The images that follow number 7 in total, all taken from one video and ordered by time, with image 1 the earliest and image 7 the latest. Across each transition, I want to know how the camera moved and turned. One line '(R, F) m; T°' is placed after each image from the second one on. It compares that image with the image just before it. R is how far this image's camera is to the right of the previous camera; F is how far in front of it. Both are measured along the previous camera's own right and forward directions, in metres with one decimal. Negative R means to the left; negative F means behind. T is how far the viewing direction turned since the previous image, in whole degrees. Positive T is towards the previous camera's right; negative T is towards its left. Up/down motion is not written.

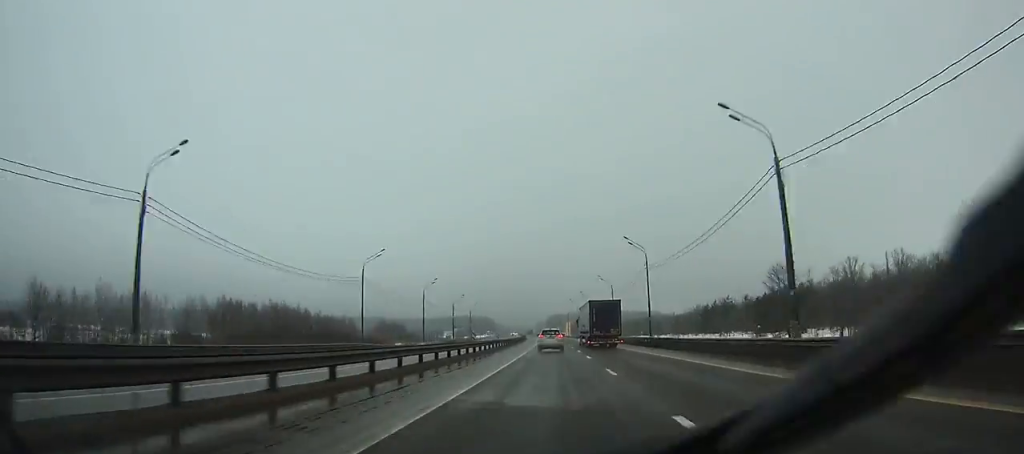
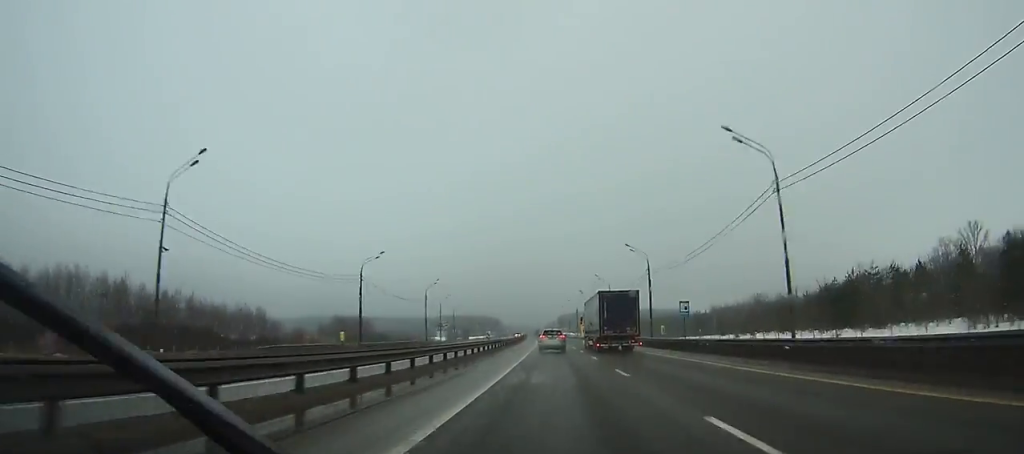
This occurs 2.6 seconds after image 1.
(-0.8, +71.2) m; -1°
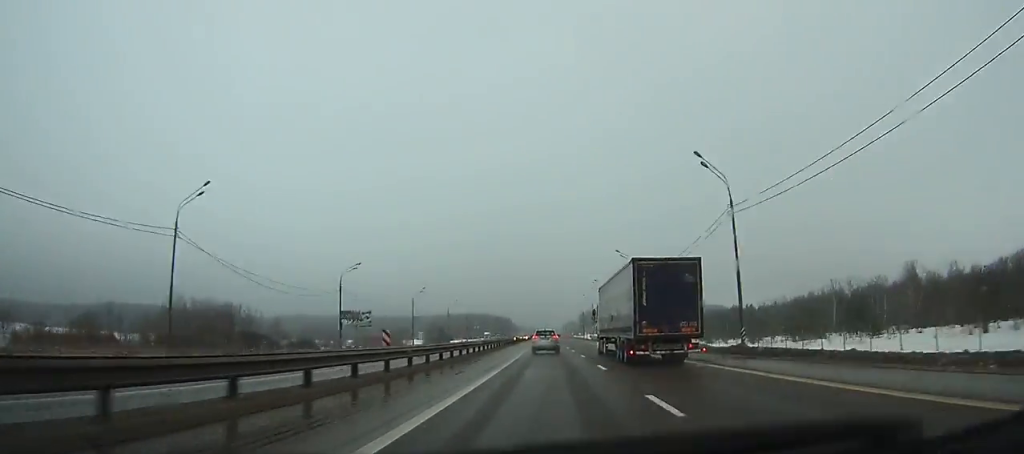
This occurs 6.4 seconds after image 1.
(-1.6, +102.0) m; -2°
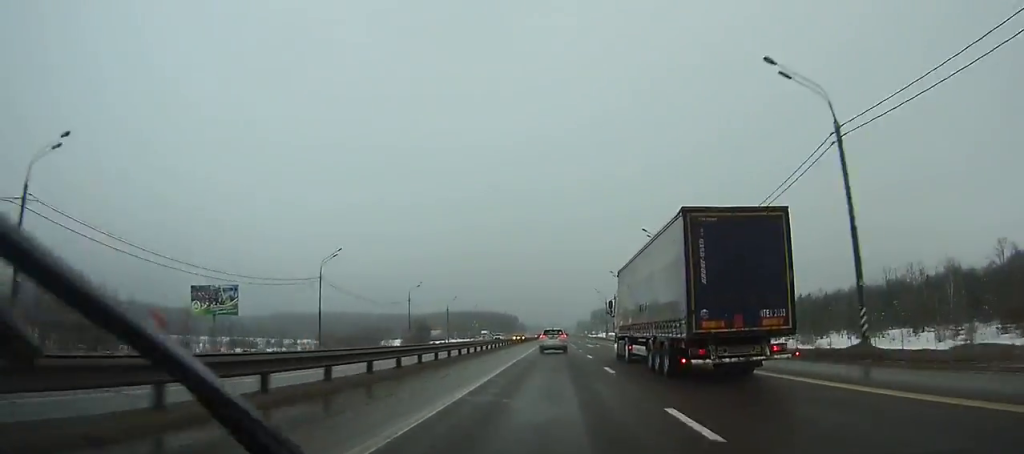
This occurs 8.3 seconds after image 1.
(-0.3, +50.2) m; 0°
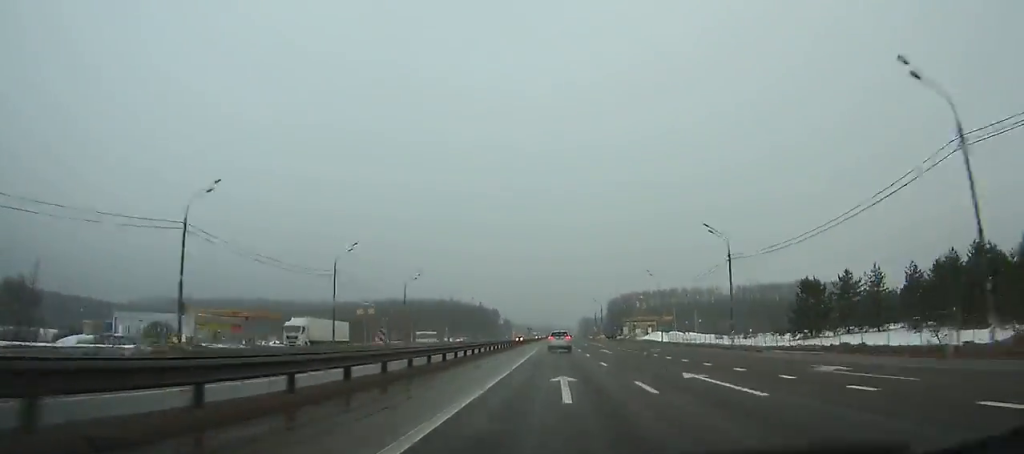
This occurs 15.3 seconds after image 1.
(-0.4, +182.7) m; +1°
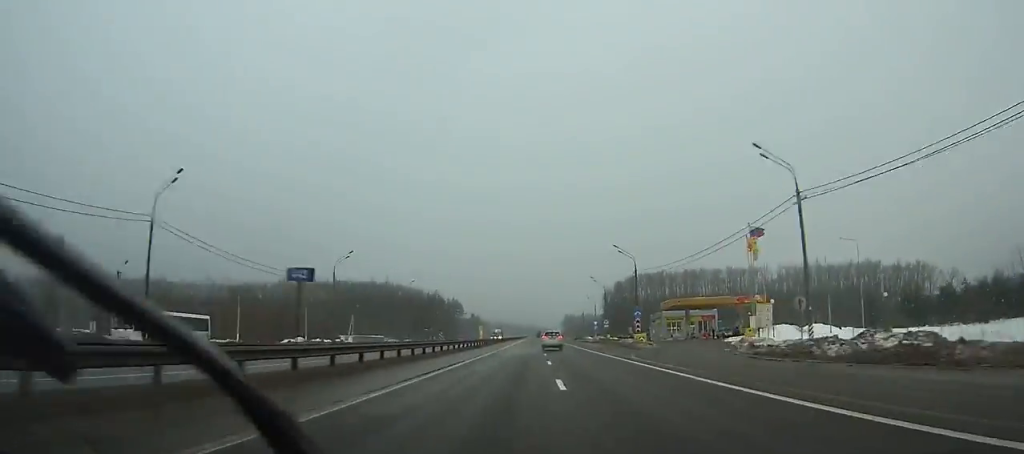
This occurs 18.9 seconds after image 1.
(+1.0, +93.1) m; +1°
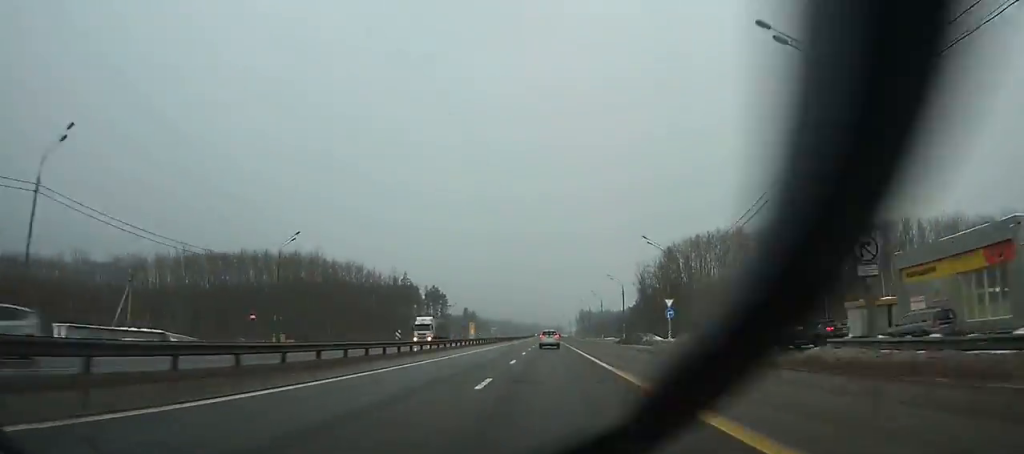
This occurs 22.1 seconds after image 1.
(-0.2, +81.9) m; -1°
